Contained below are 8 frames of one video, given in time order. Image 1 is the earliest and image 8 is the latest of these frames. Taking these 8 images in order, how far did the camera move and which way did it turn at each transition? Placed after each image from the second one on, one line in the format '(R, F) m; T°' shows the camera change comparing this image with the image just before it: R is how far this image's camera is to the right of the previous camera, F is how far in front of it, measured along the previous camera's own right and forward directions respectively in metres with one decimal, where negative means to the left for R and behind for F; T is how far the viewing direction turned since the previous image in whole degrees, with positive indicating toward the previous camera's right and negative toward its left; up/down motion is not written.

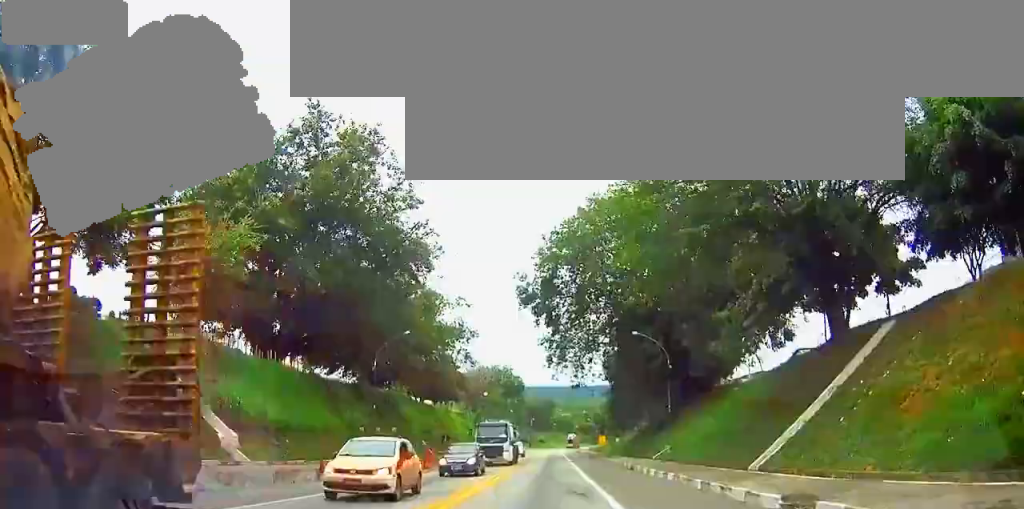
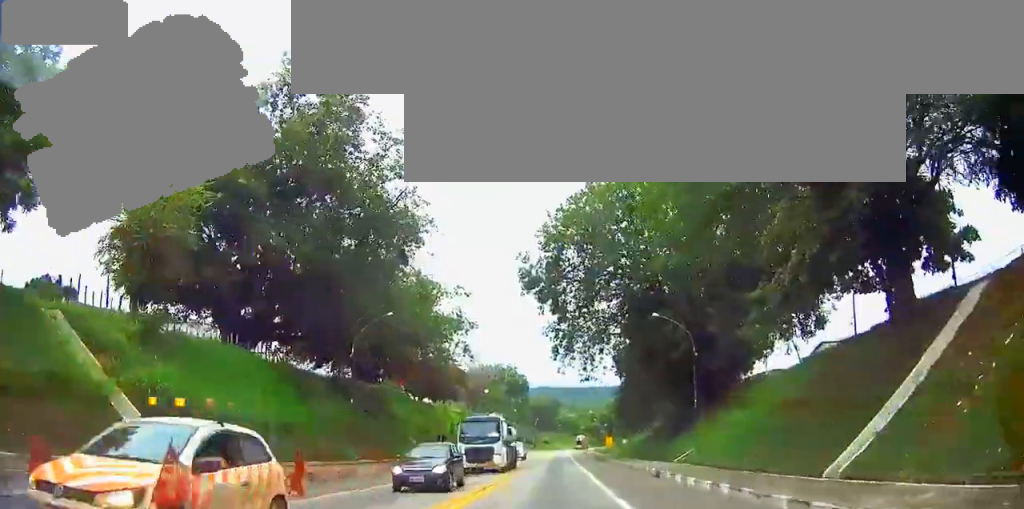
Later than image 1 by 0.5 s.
(0.0, +6.6) m; 0°
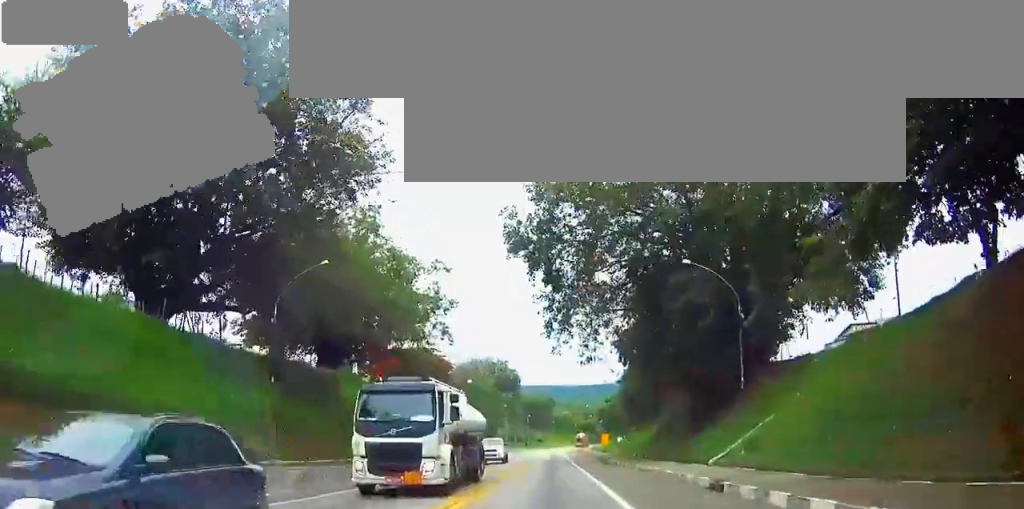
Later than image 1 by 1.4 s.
(0.0, +10.8) m; 0°
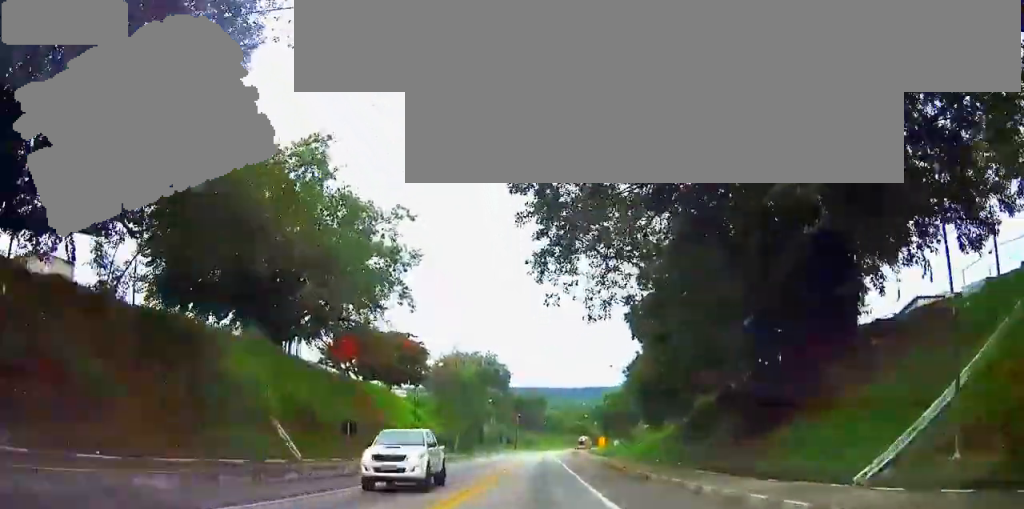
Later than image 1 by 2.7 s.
(0.0, +16.5) m; 0°
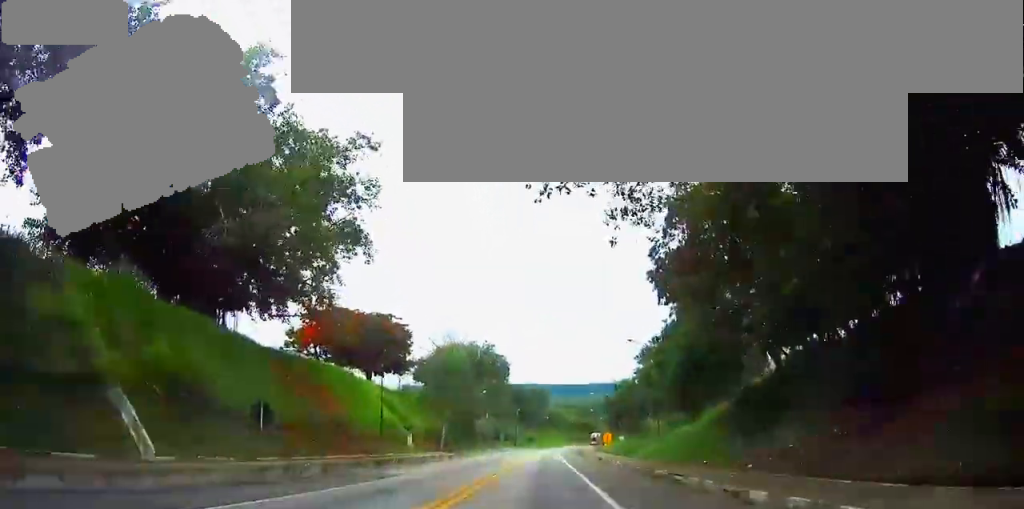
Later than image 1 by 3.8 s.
(0.0, +13.0) m; 0°
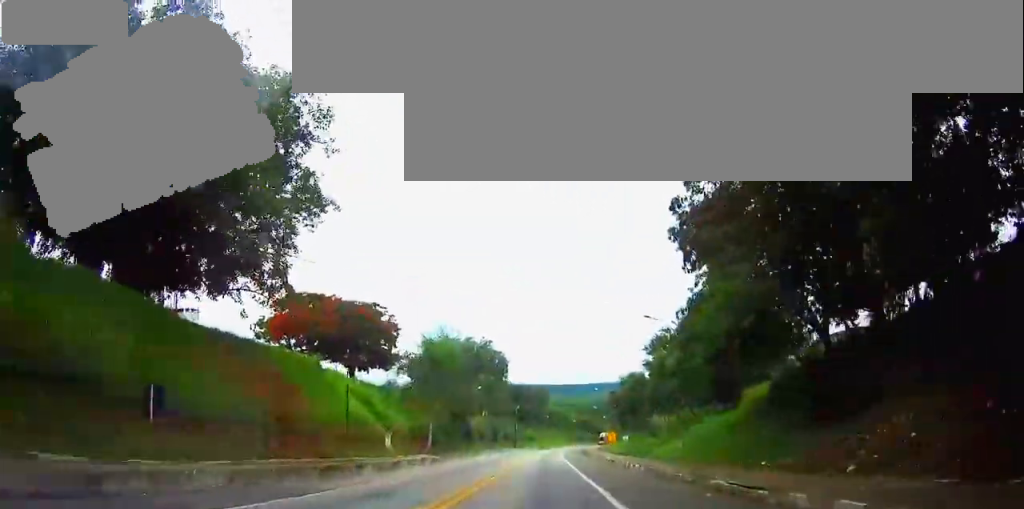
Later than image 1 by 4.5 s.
(0.0, +8.6) m; 0°
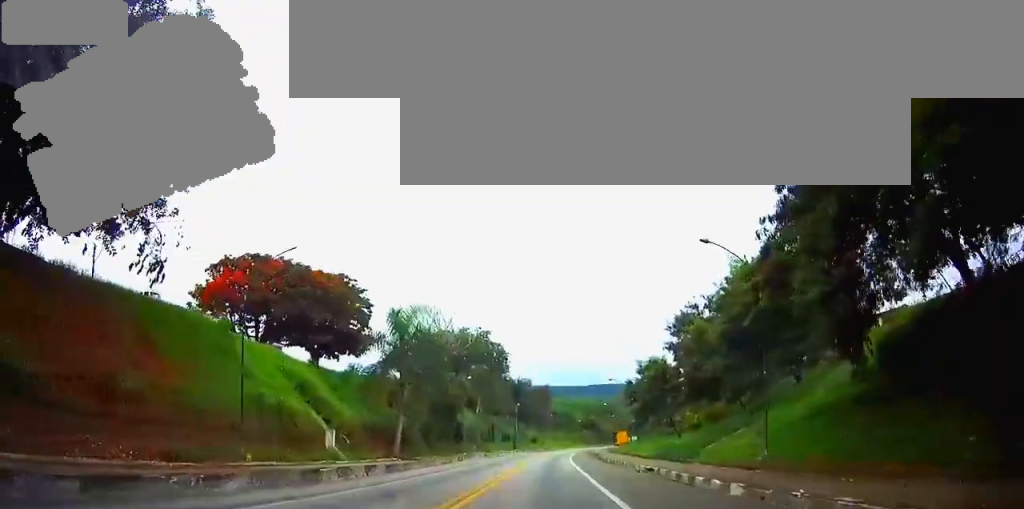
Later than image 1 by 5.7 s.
(0.0, +15.1) m; 0°
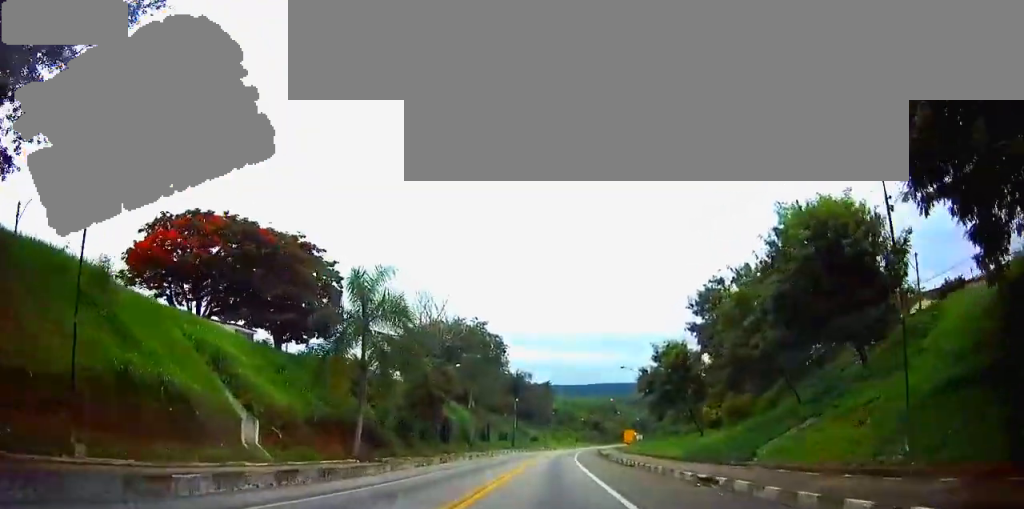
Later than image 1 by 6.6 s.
(0.0, +10.9) m; 0°
